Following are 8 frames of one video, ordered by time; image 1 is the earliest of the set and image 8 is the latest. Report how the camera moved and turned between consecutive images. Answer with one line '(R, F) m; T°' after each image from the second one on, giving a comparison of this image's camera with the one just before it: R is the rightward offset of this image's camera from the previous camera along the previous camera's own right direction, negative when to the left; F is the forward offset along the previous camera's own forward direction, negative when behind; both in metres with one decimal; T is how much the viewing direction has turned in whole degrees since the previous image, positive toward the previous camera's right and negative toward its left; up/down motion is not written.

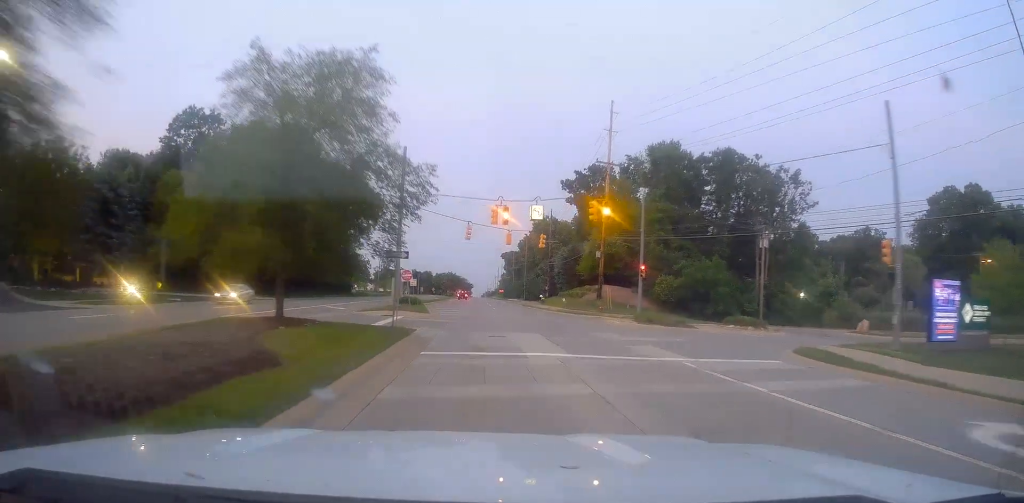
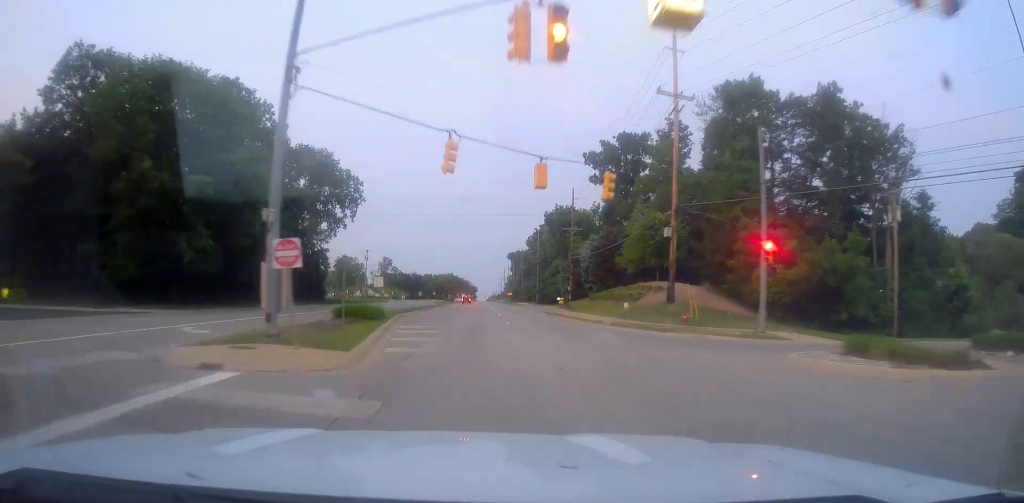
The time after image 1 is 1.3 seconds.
(0.0, +24.9) m; 0°
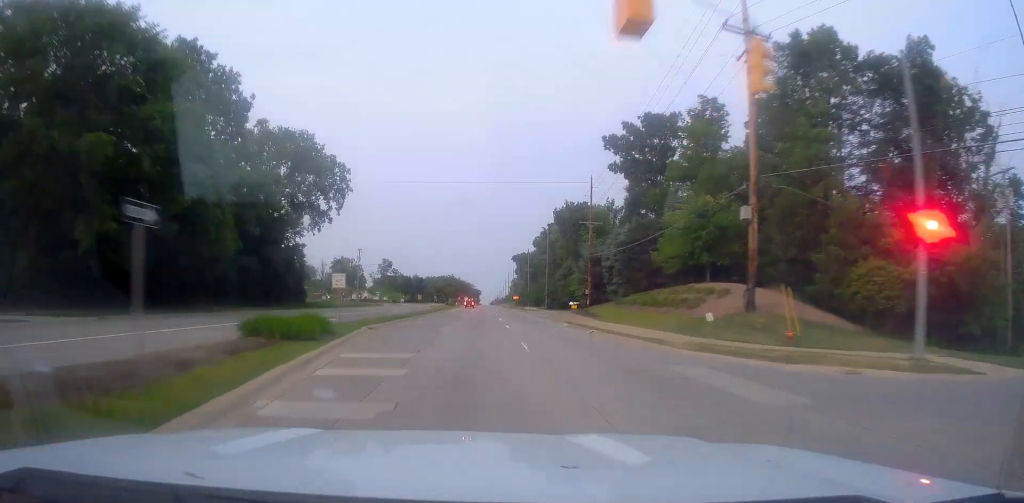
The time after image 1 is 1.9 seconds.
(0.0, +13.0) m; -1°
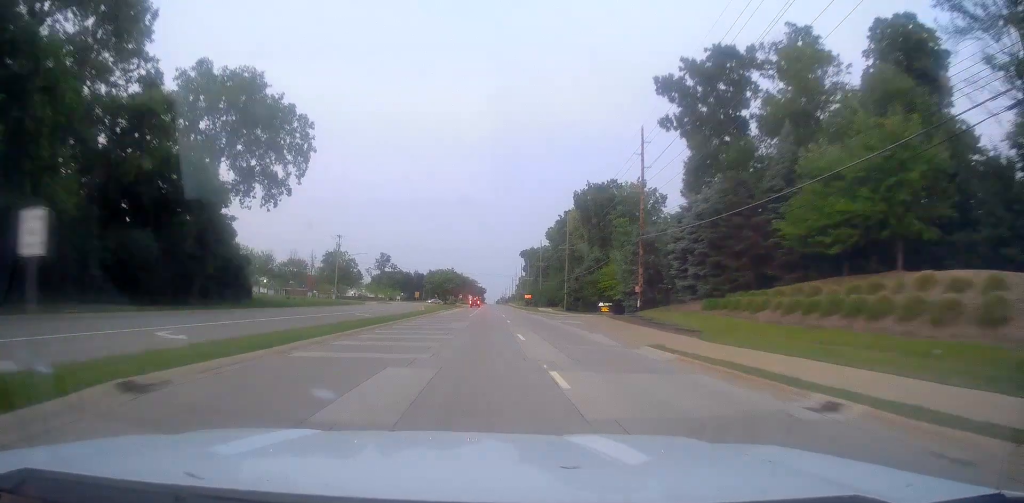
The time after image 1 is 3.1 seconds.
(-0.3, +23.1) m; -1°
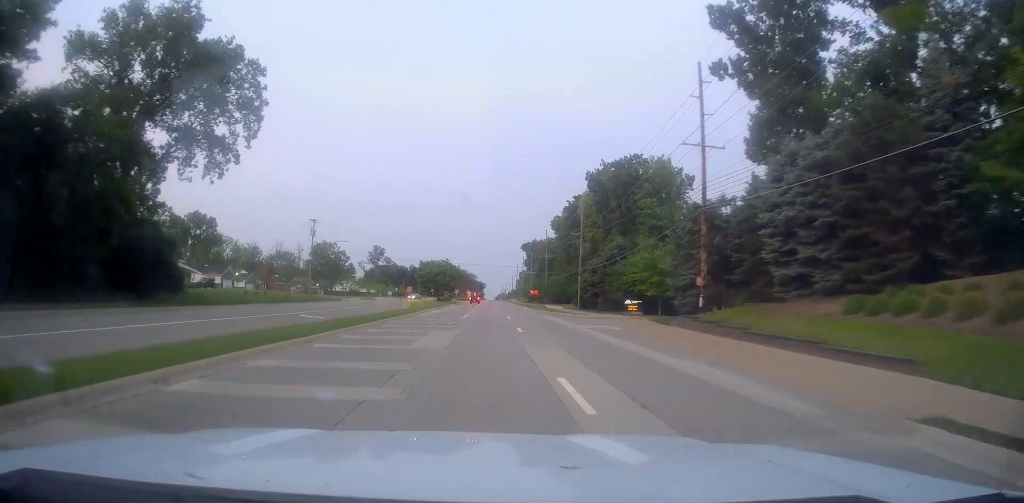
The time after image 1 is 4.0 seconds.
(+0.1, +15.9) m; -1°
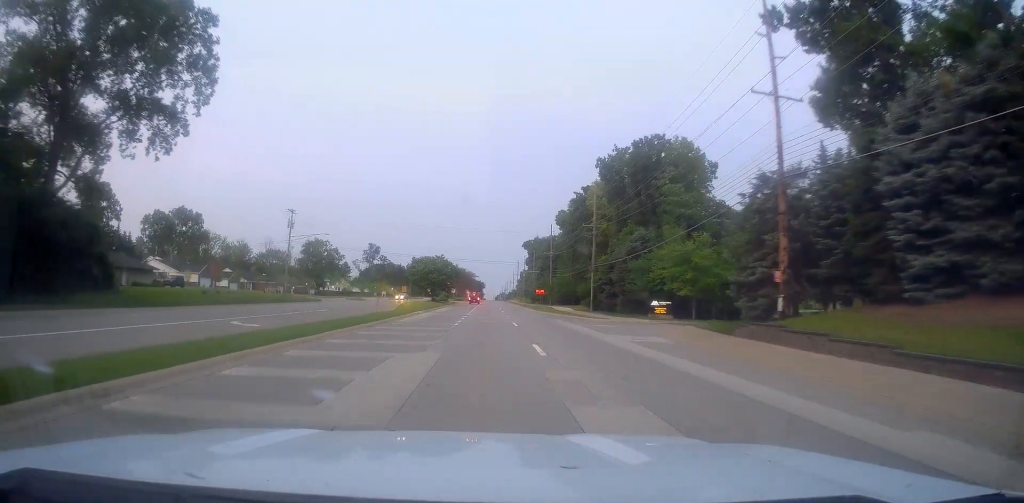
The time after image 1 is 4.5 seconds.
(+0.2, +10.7) m; -1°
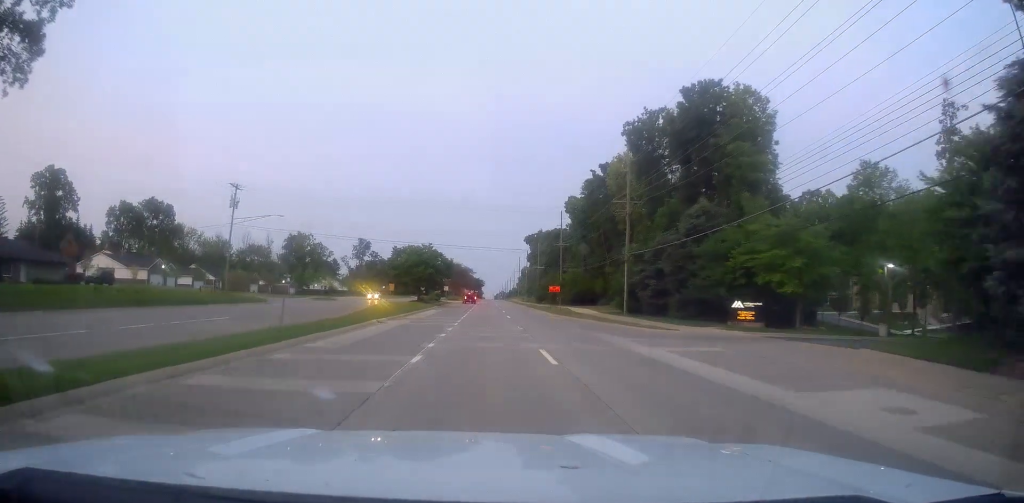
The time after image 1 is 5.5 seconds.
(-0.7, +19.0) m; -1°
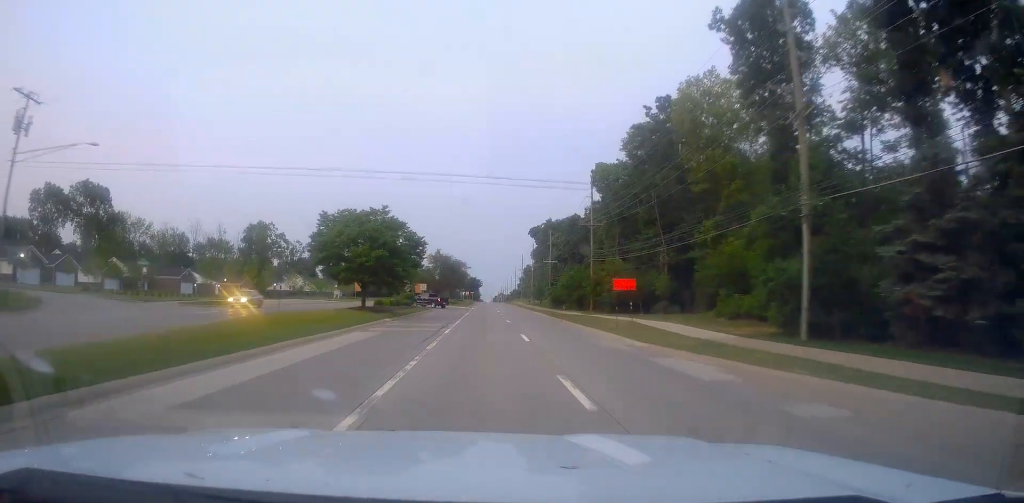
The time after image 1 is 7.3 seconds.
(+1.3, +34.2) m; +1°
